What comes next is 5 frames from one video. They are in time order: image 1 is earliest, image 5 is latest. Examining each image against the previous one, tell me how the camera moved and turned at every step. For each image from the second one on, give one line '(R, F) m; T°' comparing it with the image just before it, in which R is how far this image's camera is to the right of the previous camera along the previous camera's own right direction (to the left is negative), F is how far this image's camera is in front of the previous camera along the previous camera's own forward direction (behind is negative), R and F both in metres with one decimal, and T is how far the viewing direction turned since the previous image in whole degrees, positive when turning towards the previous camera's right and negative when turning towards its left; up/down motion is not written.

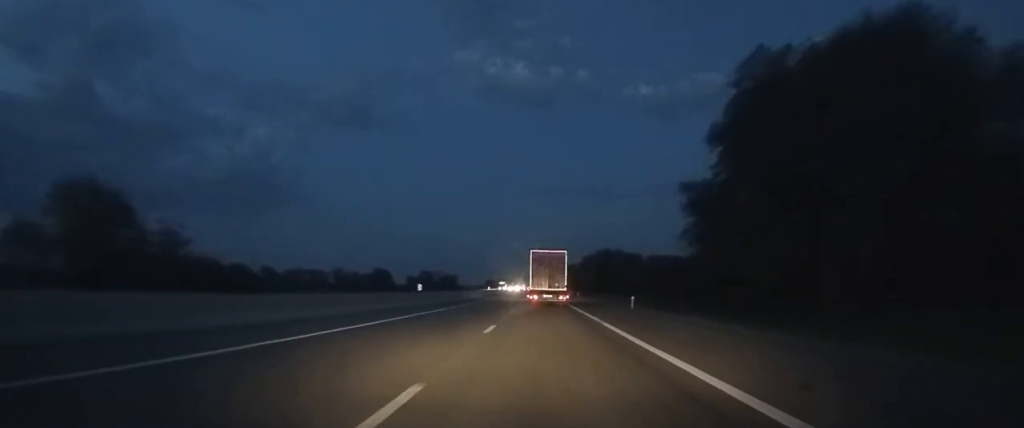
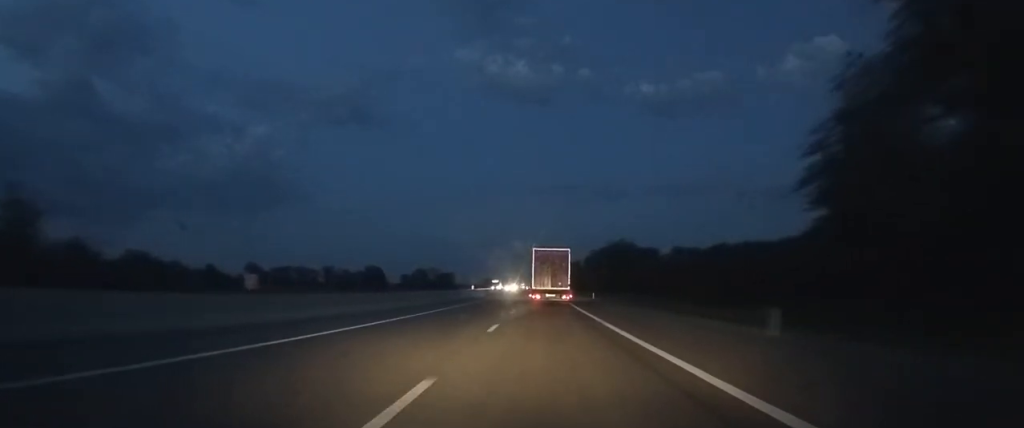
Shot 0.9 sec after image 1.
(0.0, +23.5) m; 0°
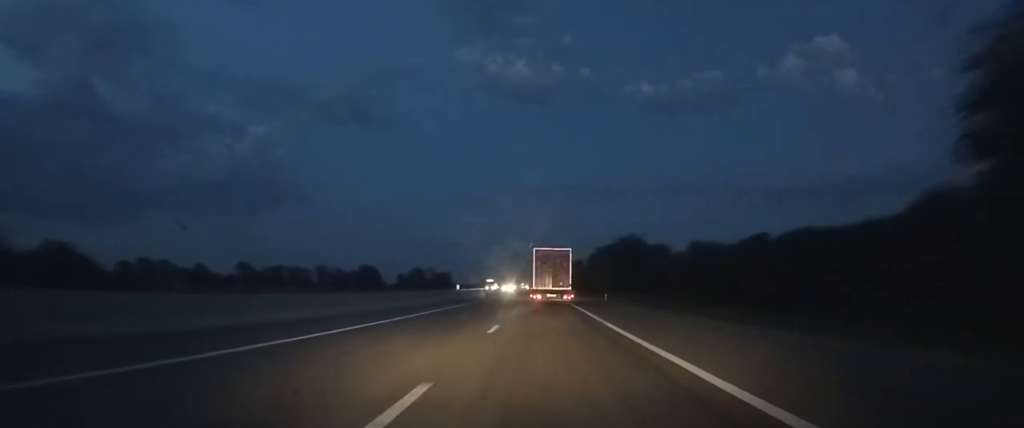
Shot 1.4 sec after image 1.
(0.0, +13.0) m; 0°
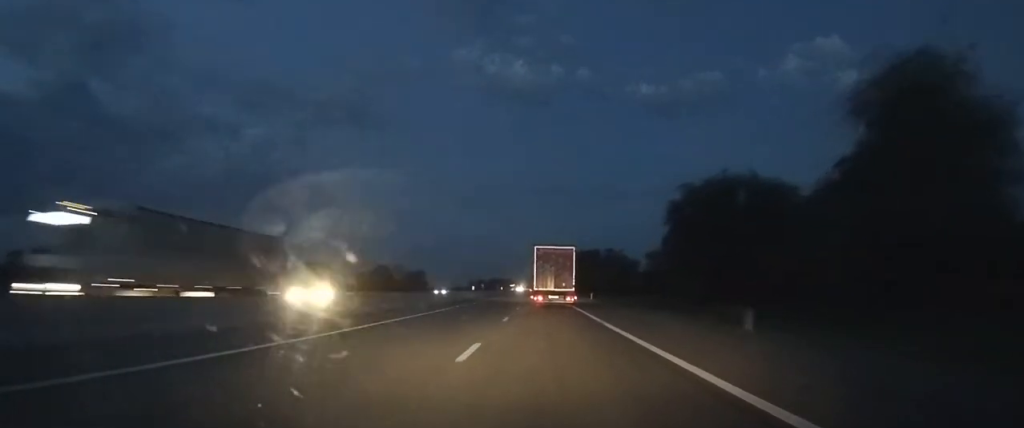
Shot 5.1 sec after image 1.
(+0.4, +102.8) m; 0°
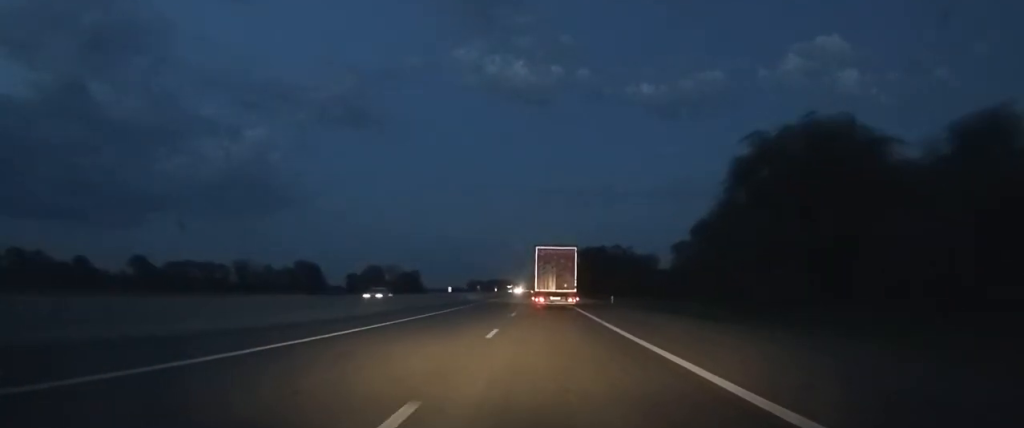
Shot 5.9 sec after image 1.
(0.0, +19.9) m; 0°
